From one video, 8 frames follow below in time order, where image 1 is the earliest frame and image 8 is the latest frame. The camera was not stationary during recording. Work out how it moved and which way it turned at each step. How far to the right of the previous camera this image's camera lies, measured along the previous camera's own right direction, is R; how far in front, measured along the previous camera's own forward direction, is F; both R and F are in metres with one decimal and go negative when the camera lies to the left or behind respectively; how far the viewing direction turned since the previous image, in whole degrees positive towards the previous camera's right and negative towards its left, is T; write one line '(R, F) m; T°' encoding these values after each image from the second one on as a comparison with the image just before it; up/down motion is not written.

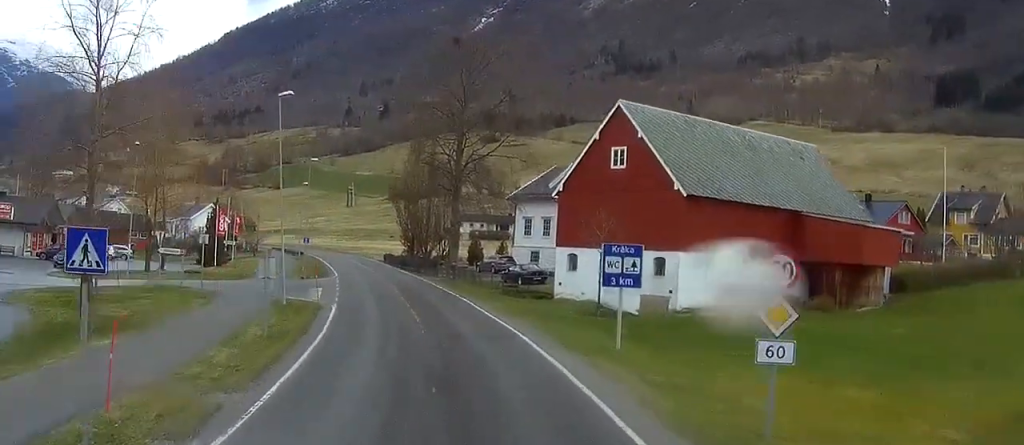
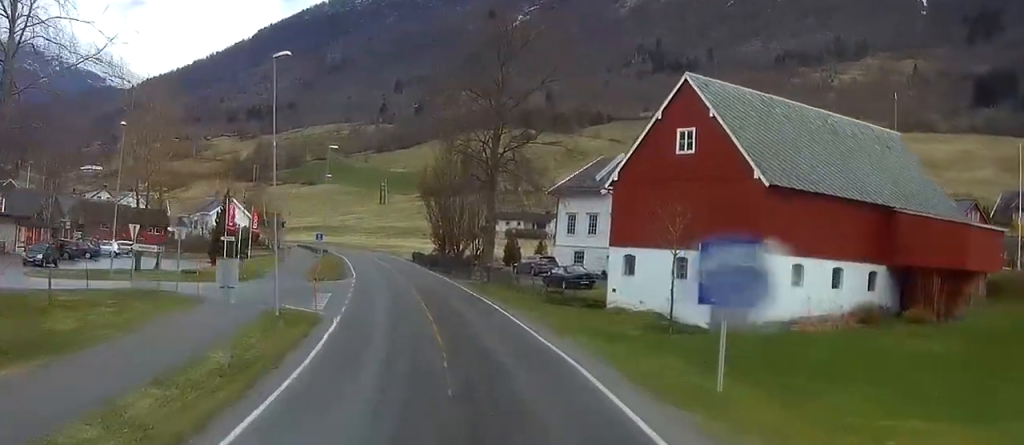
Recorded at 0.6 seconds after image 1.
(-0.1, +8.5) m; -1°
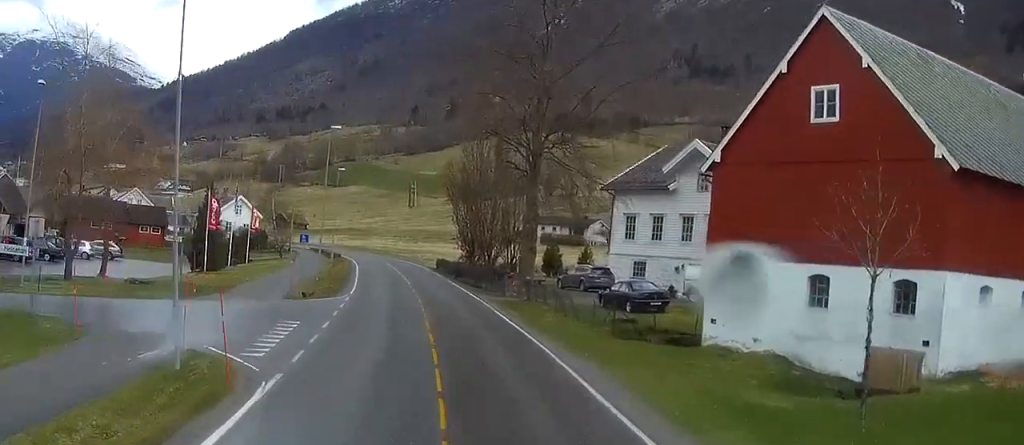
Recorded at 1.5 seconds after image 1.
(-0.1, +14.5) m; -1°
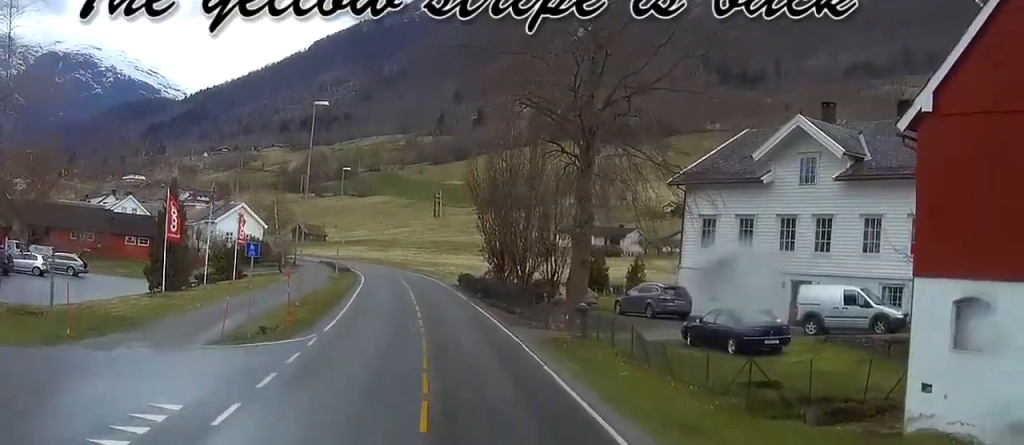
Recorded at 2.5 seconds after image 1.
(-0.1, +14.7) m; -1°
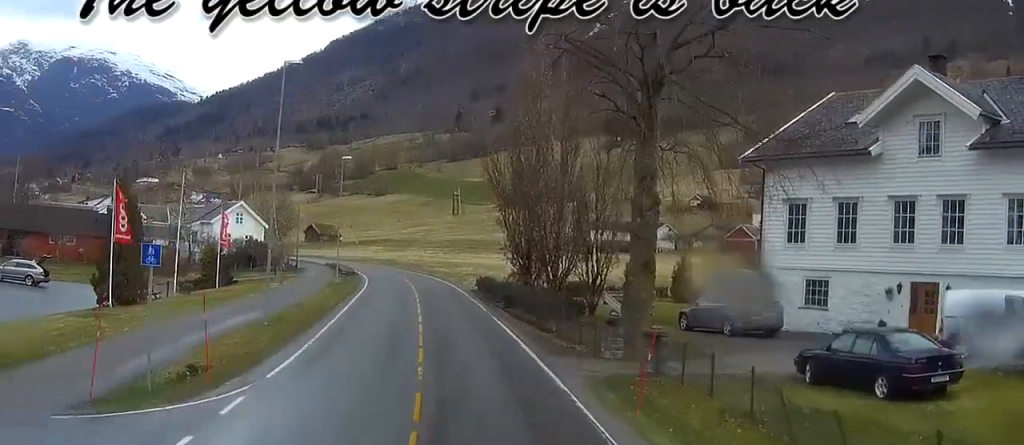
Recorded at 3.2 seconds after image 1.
(-0.1, +11.3) m; -1°
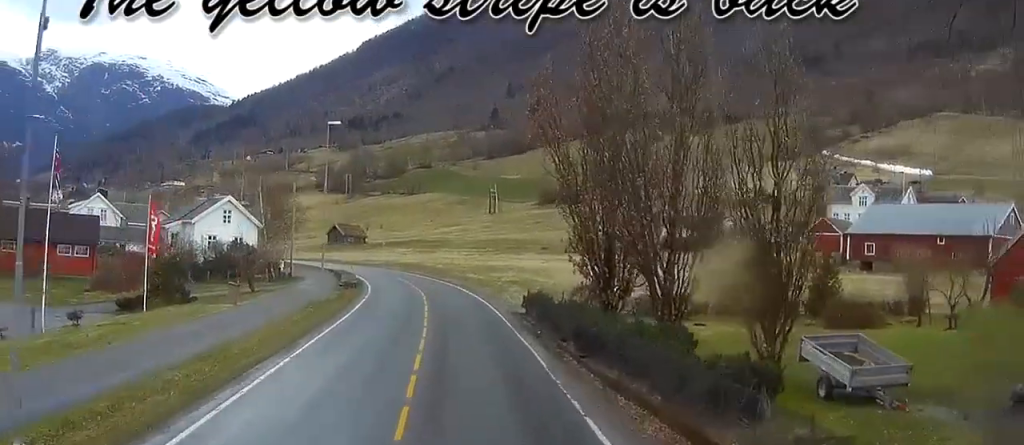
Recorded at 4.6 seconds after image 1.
(-0.3, +23.3) m; -1°
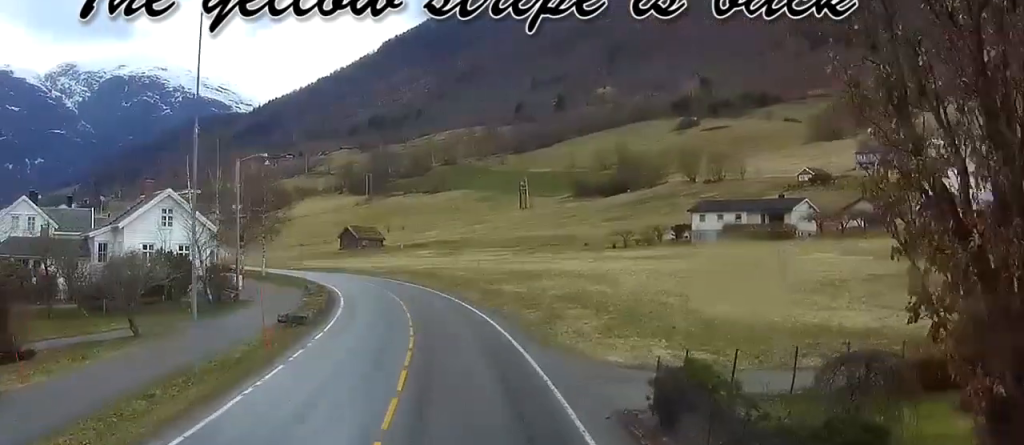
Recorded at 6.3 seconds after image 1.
(-0.2, +28.2) m; -2°
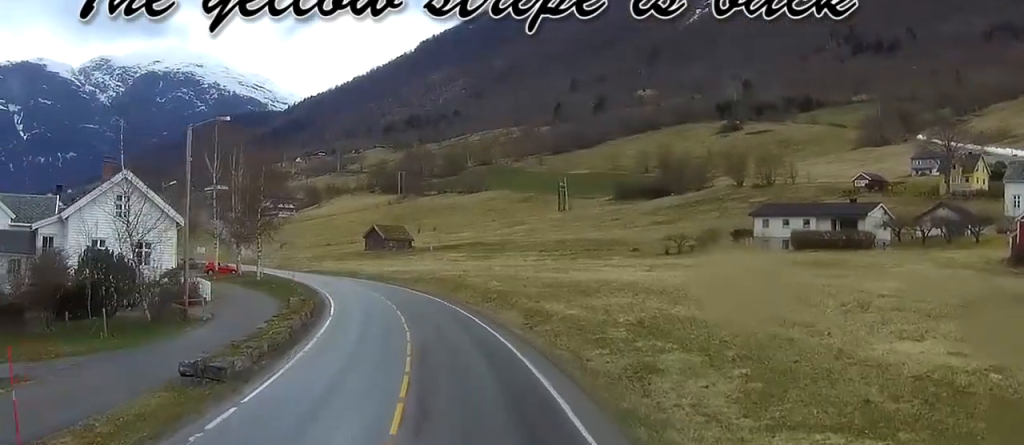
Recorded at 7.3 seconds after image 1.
(-0.4, +16.5) m; -2°
